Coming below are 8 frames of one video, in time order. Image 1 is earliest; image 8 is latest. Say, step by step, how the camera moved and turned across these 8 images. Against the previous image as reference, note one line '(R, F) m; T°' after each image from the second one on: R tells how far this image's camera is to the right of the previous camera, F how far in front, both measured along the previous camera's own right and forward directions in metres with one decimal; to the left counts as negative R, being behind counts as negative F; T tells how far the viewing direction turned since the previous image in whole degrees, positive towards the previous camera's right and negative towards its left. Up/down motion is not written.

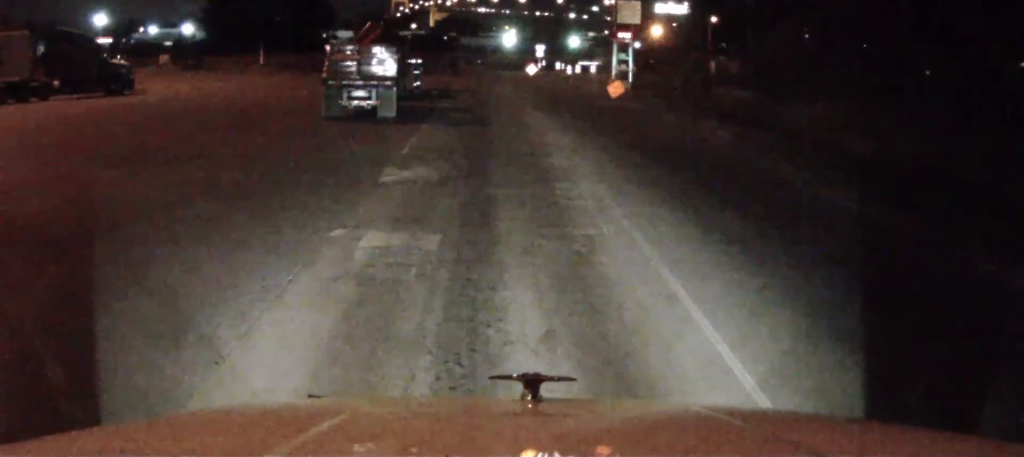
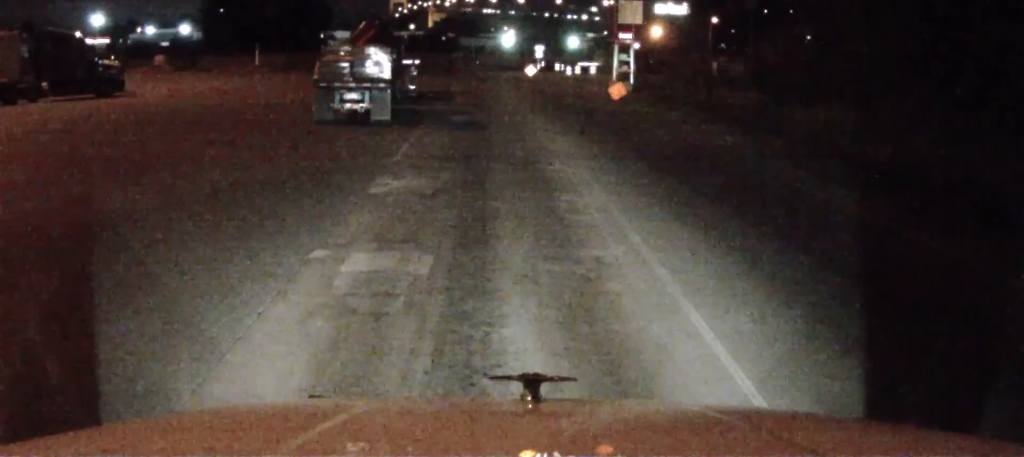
(+0.3, +1.2) m; 0°
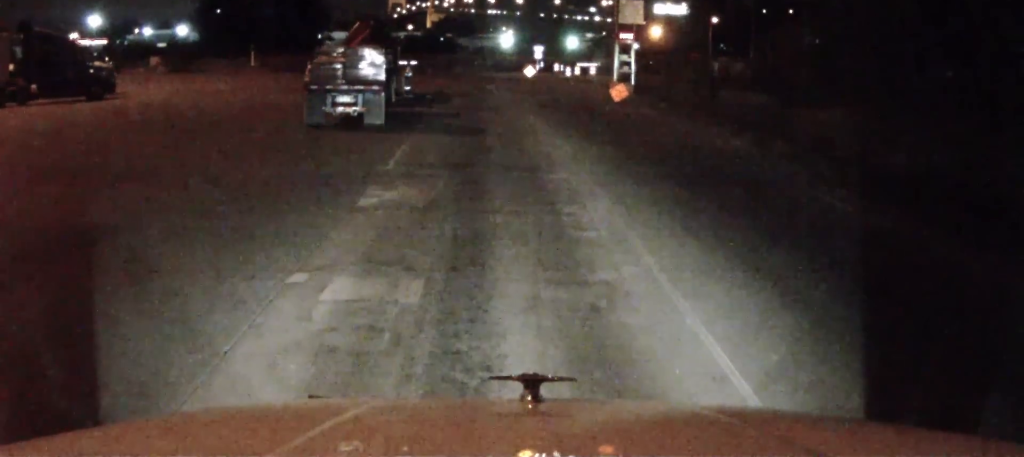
(+0.2, +1.0) m; 0°
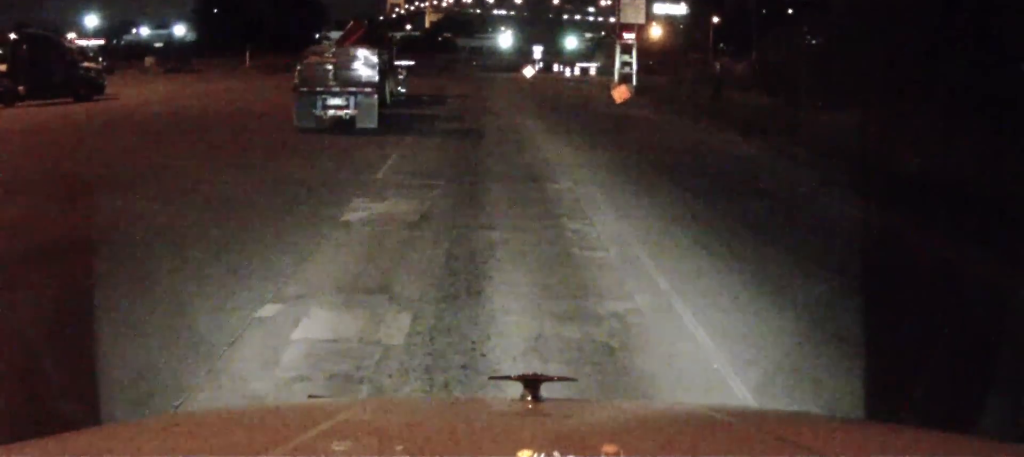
(+0.2, +1.1) m; 0°
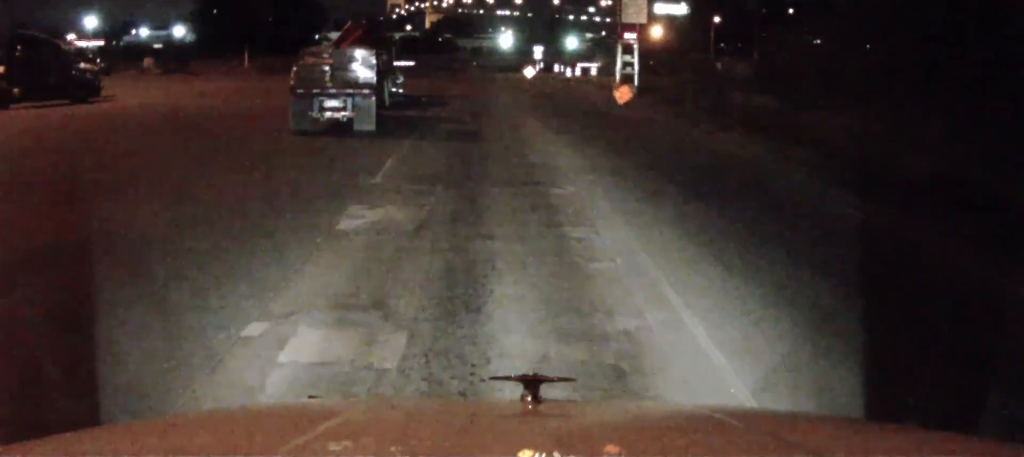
(+0.1, +0.4) m; 0°
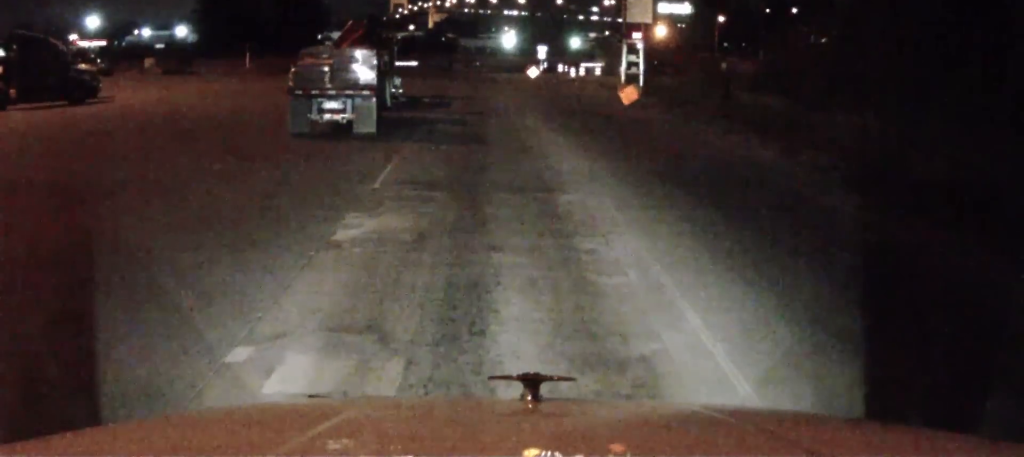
(+0.1, +0.5) m; 0°
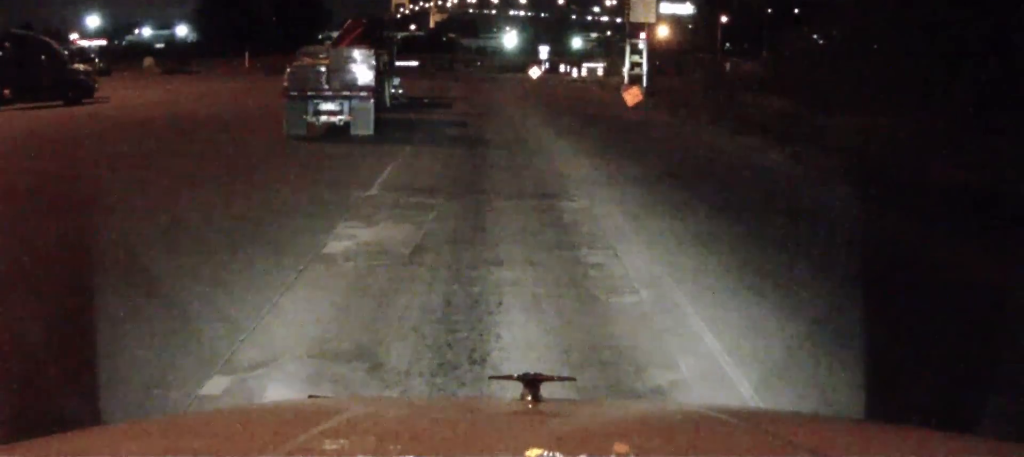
(+0.1, +0.6) m; 0°
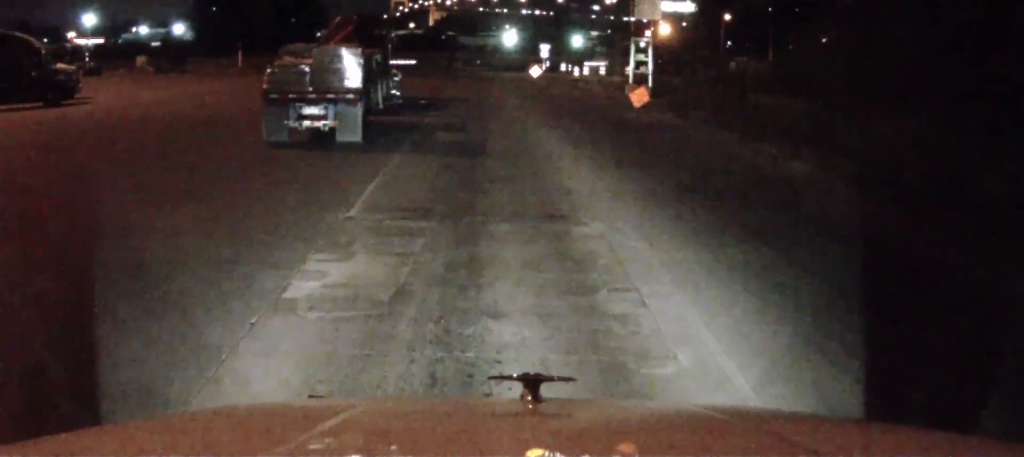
(+0.4, +1.6) m; 0°
